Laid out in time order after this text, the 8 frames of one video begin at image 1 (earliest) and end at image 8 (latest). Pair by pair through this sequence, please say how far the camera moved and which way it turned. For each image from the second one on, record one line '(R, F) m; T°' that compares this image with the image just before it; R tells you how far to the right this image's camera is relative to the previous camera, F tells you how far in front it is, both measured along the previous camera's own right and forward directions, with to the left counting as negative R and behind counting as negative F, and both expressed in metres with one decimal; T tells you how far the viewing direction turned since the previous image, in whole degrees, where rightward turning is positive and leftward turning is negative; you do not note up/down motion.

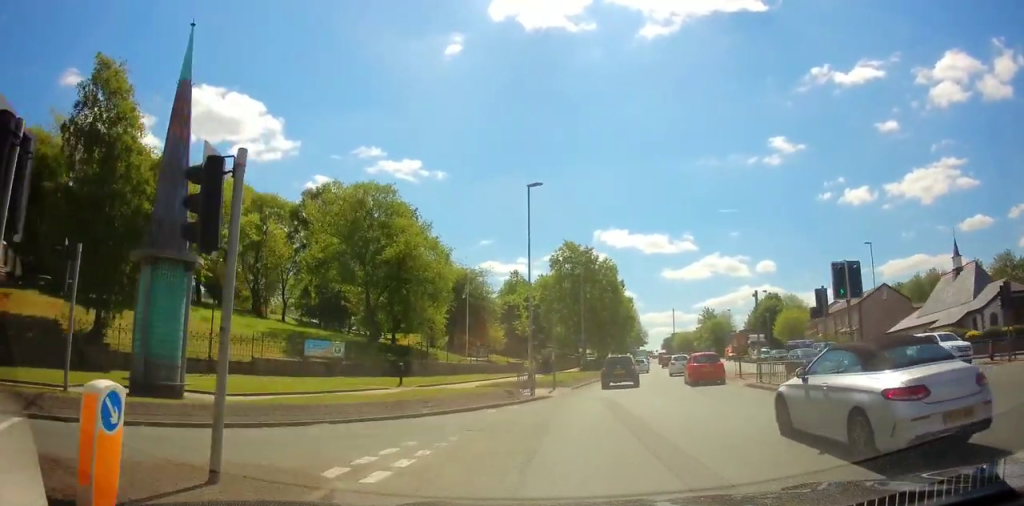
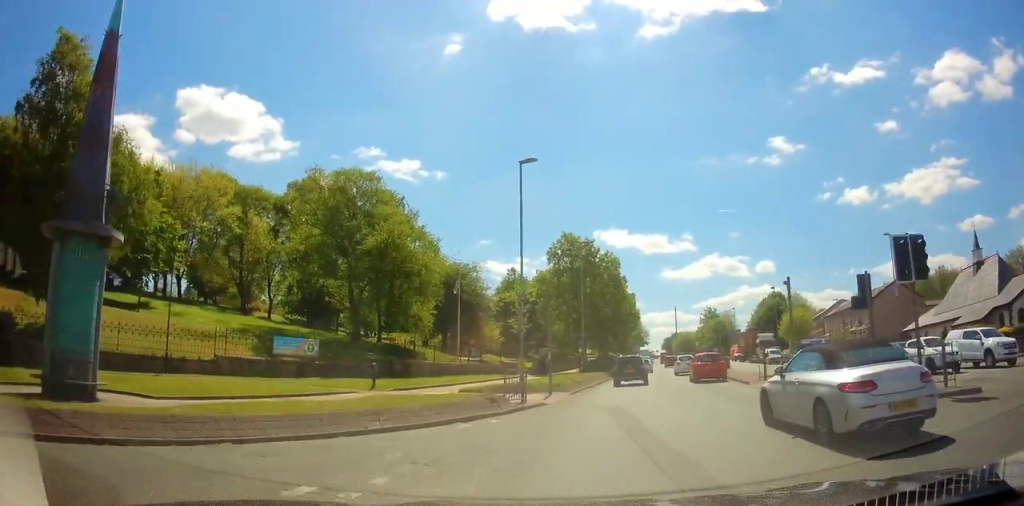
(+0.1, +3.6) m; +1°
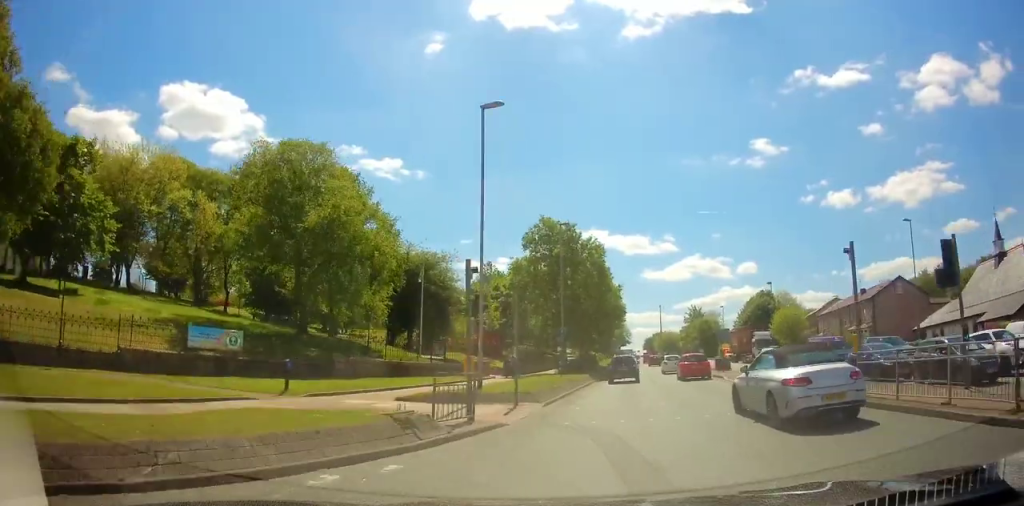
(+0.1, +6.0) m; +2°
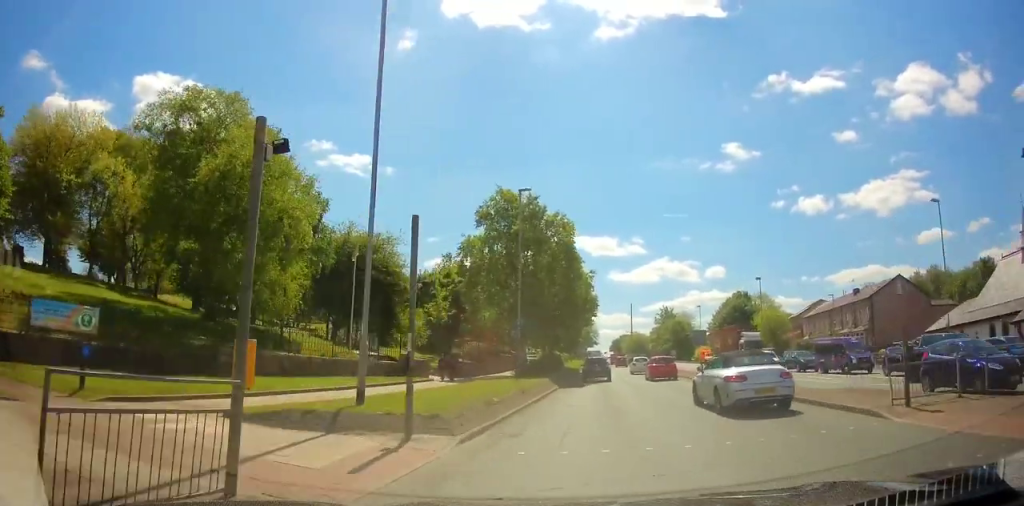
(+0.1, +8.0) m; +3°
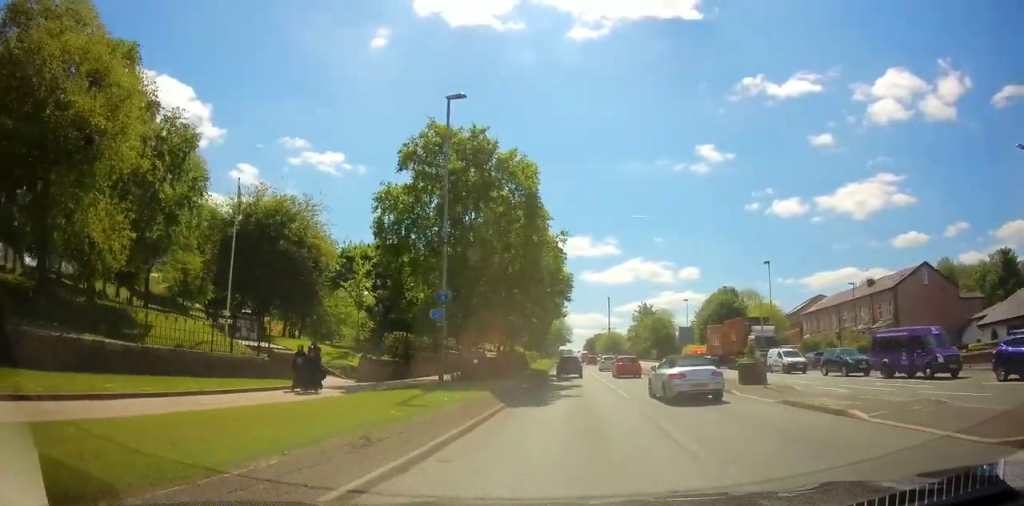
(+0.3, +11.4) m; 0°
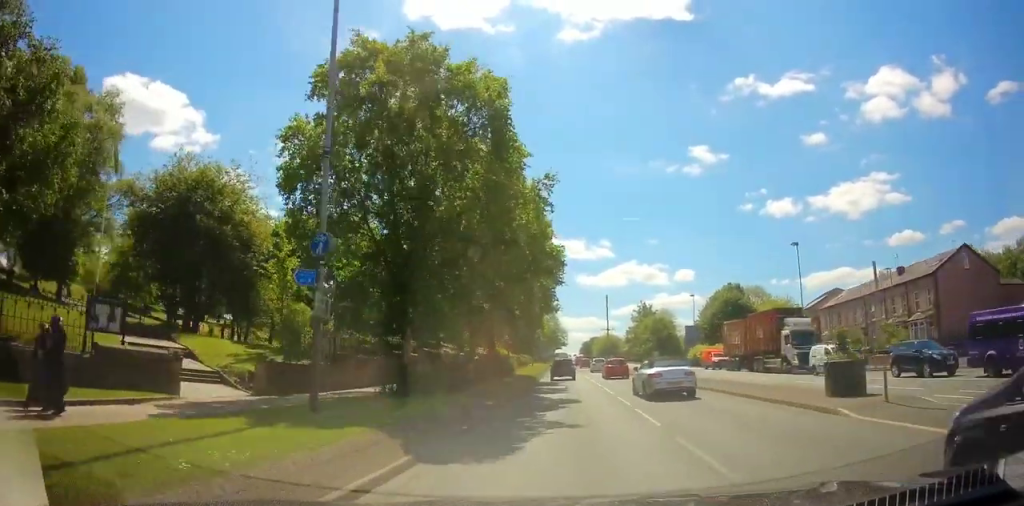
(-0.2, +9.2) m; 0°
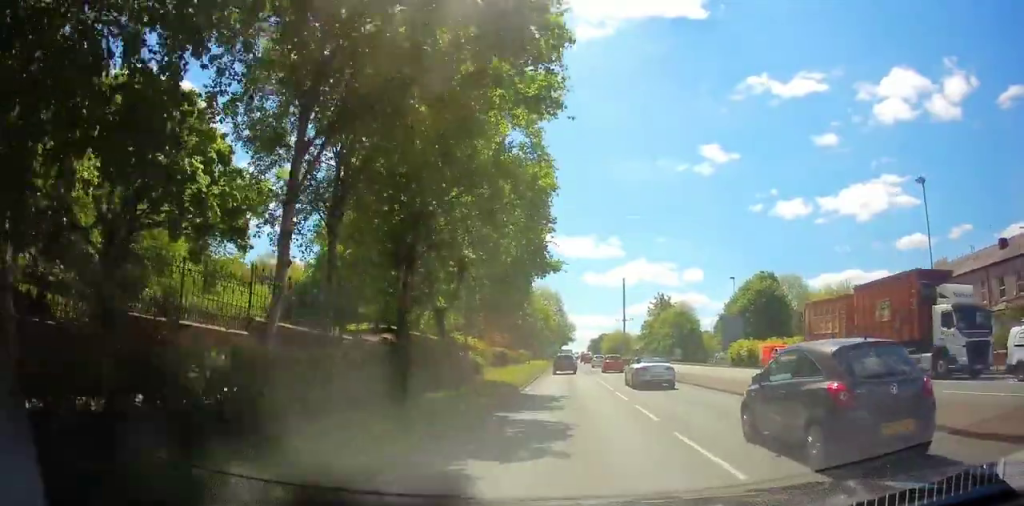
(+0.3, +17.4) m; 0°
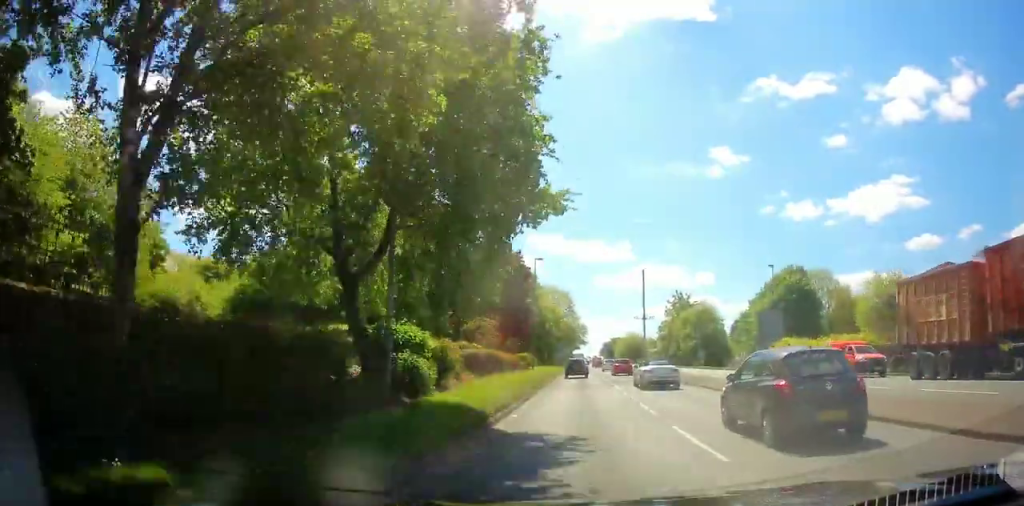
(-0.2, +9.1) m; +1°
